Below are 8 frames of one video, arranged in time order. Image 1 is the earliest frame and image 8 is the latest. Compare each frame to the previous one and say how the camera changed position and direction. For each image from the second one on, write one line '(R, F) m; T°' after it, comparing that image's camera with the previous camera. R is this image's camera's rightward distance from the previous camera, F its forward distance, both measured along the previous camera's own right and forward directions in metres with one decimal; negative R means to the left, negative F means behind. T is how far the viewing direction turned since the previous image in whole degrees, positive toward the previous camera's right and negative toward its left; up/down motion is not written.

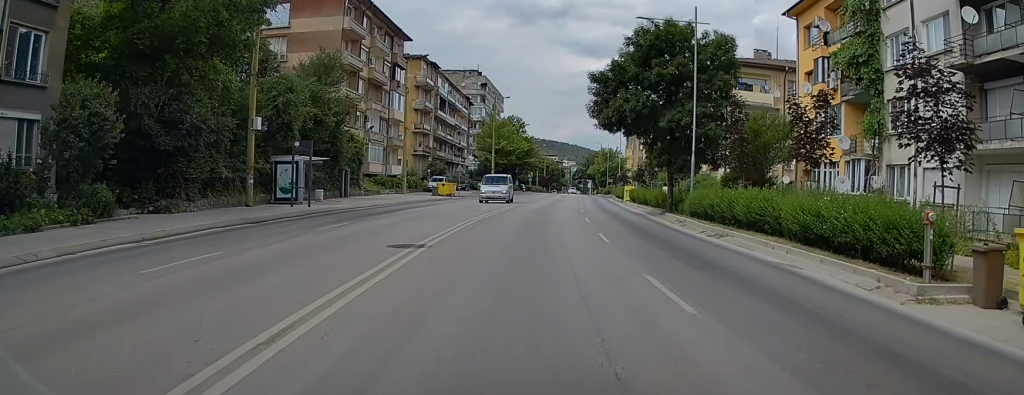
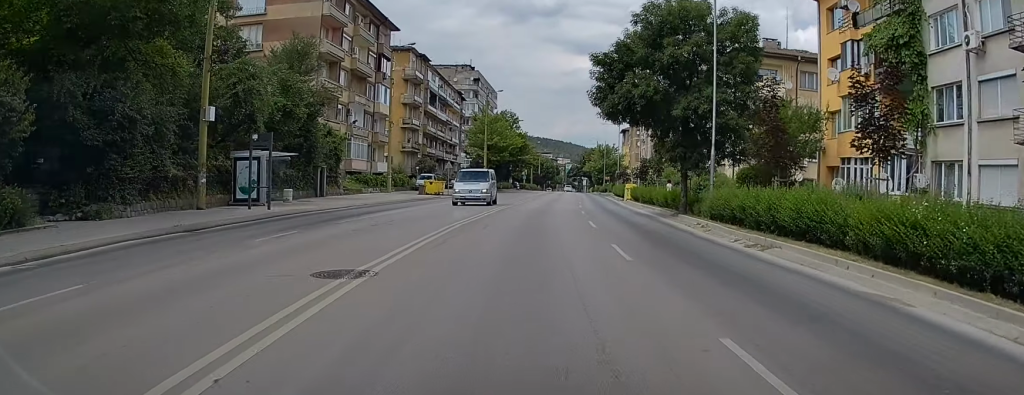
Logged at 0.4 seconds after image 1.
(+0.1, +4.3) m; +1°
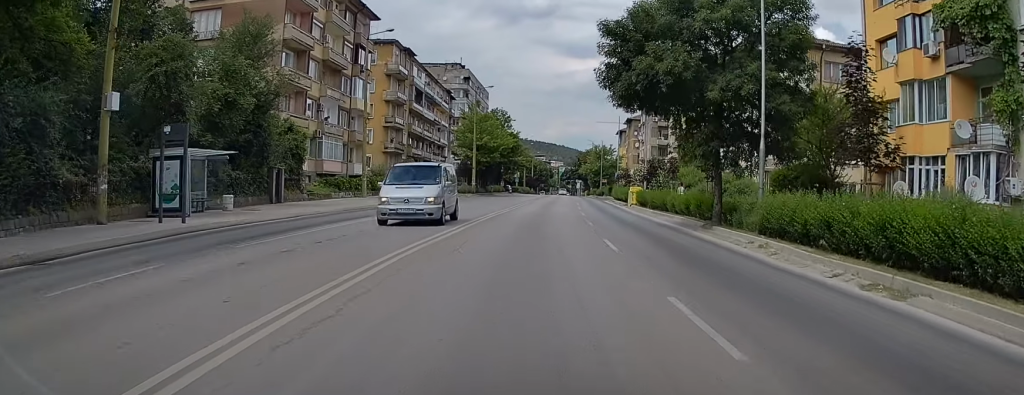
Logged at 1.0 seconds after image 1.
(+0.1, +6.4) m; +1°
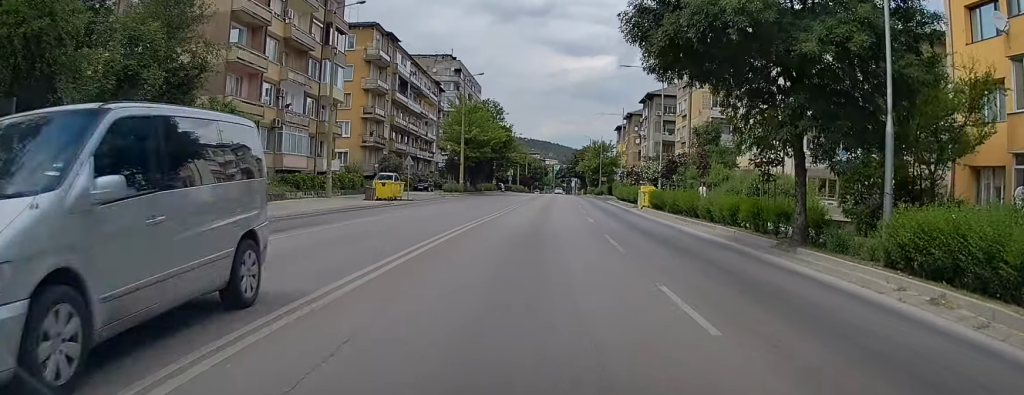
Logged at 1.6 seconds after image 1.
(+0.1, +7.9) m; +1°
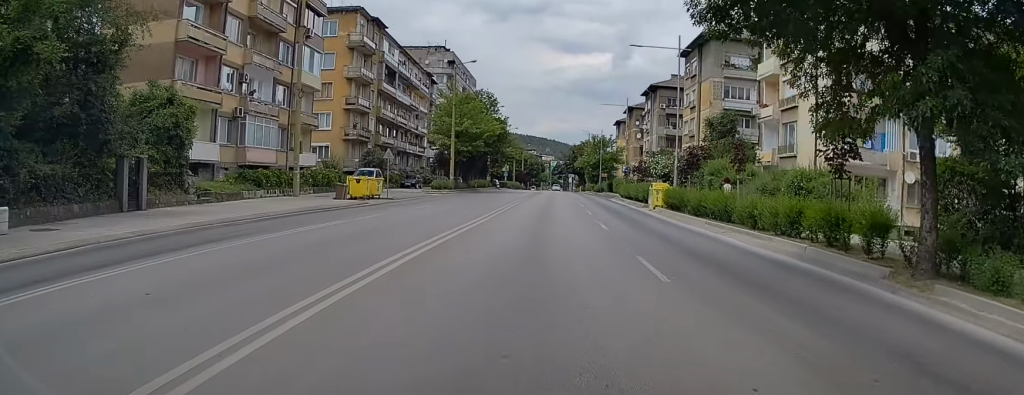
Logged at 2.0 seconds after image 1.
(0.0, +5.7) m; +1°
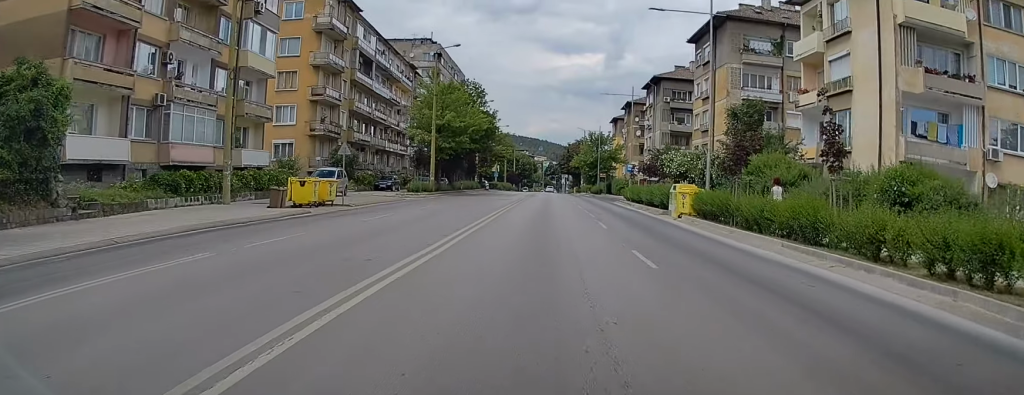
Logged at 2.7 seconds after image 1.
(+0.1, +8.6) m; +1°
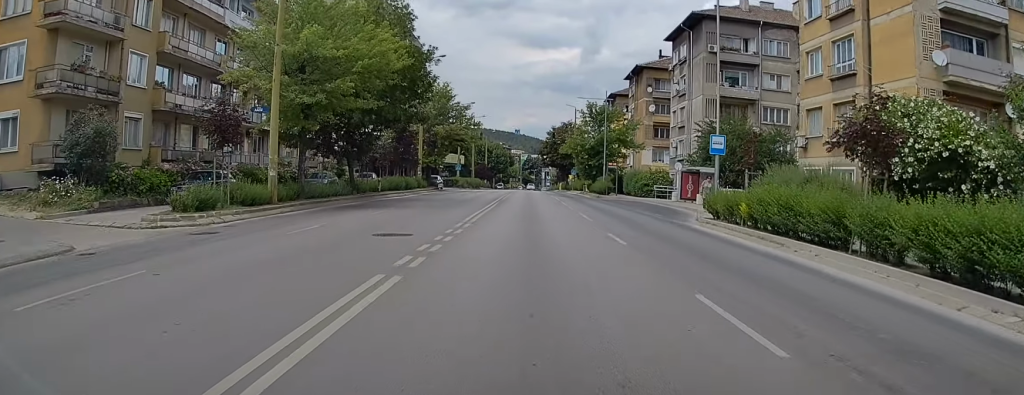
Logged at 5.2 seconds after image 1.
(0.0, +34.5) m; -1°
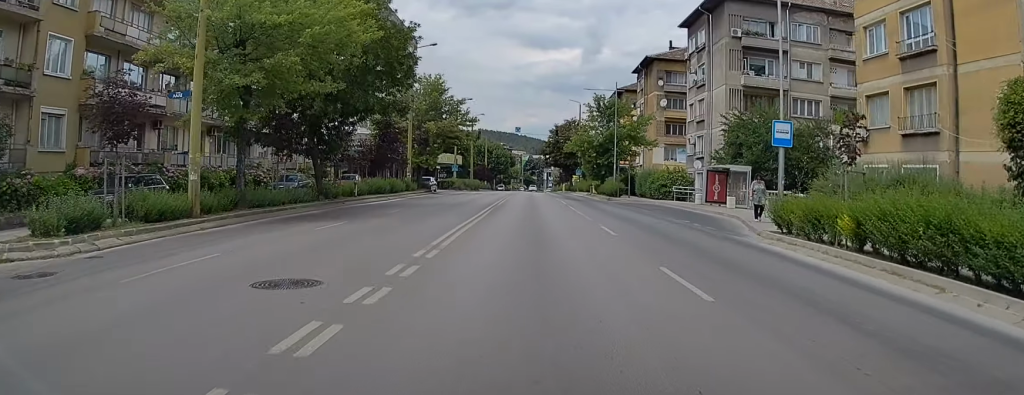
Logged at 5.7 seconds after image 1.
(-0.1, +6.8) m; 0°
